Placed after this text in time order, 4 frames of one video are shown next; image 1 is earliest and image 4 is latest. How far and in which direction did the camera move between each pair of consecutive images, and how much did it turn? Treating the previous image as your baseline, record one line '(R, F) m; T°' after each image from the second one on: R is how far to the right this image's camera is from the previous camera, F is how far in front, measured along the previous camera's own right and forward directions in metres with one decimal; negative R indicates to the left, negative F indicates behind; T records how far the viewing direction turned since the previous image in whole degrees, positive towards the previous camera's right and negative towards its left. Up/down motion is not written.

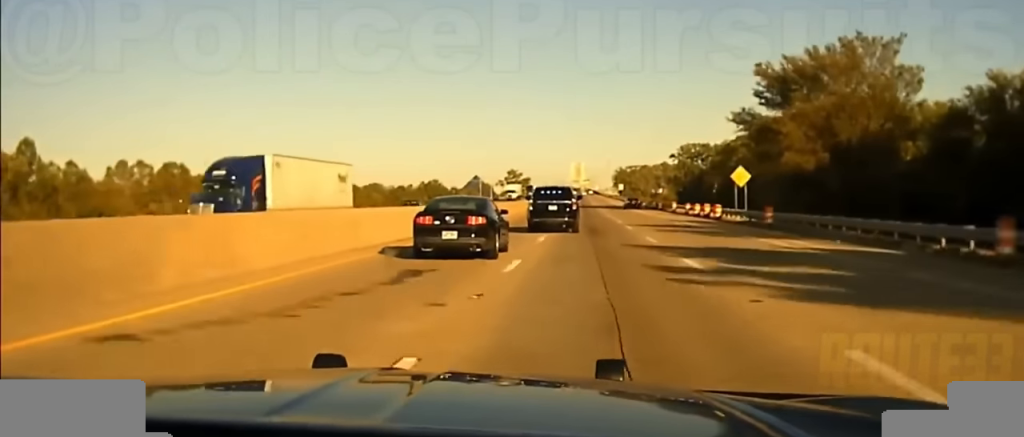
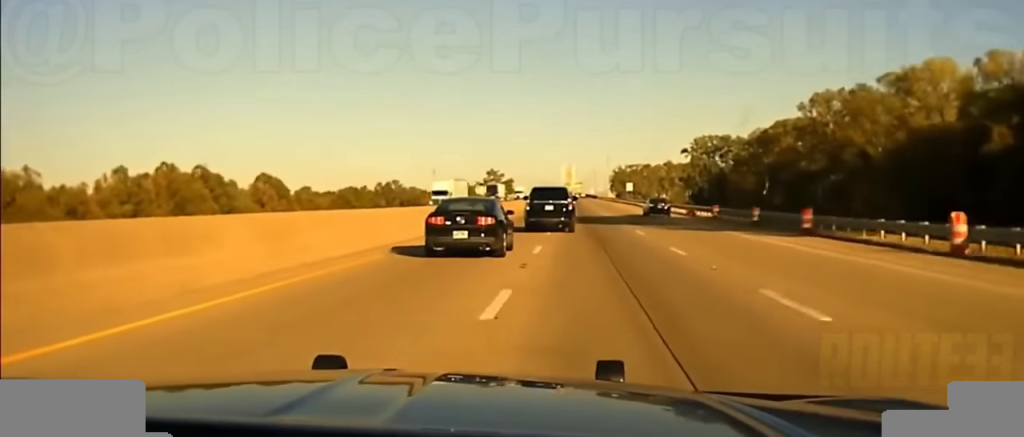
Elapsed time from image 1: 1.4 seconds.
(+0.5, +51.4) m; +1°
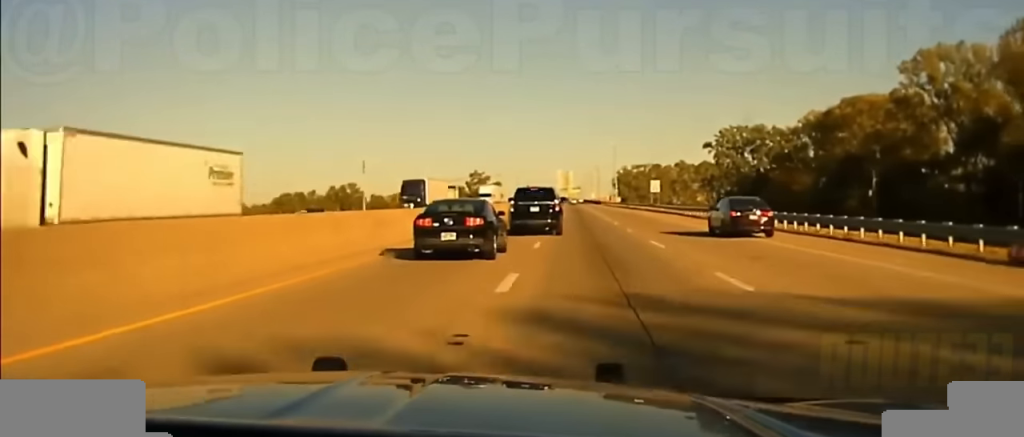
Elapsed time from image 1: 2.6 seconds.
(+0.2, +58.6) m; 0°
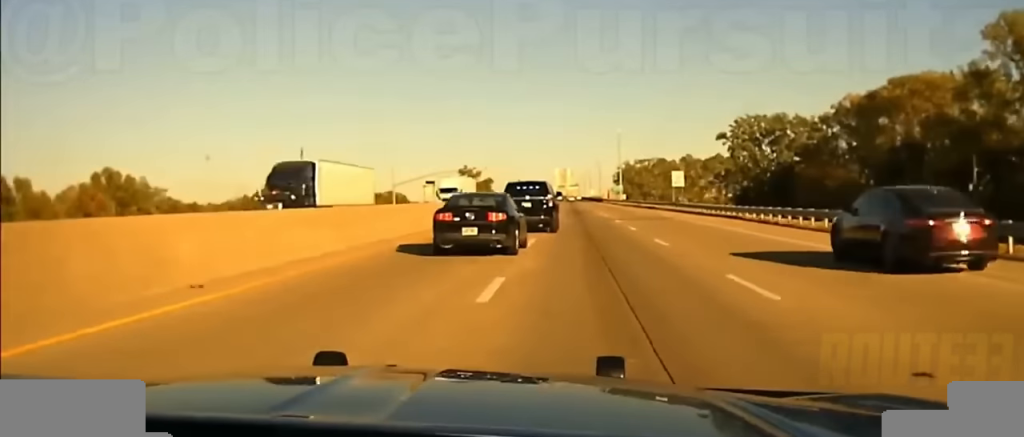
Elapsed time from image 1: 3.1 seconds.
(0.0, +29.4) m; 0°
